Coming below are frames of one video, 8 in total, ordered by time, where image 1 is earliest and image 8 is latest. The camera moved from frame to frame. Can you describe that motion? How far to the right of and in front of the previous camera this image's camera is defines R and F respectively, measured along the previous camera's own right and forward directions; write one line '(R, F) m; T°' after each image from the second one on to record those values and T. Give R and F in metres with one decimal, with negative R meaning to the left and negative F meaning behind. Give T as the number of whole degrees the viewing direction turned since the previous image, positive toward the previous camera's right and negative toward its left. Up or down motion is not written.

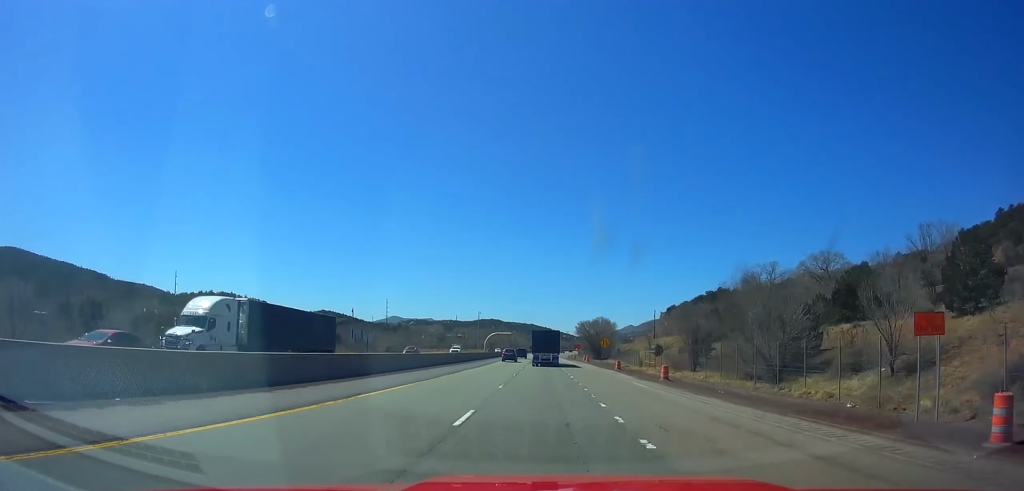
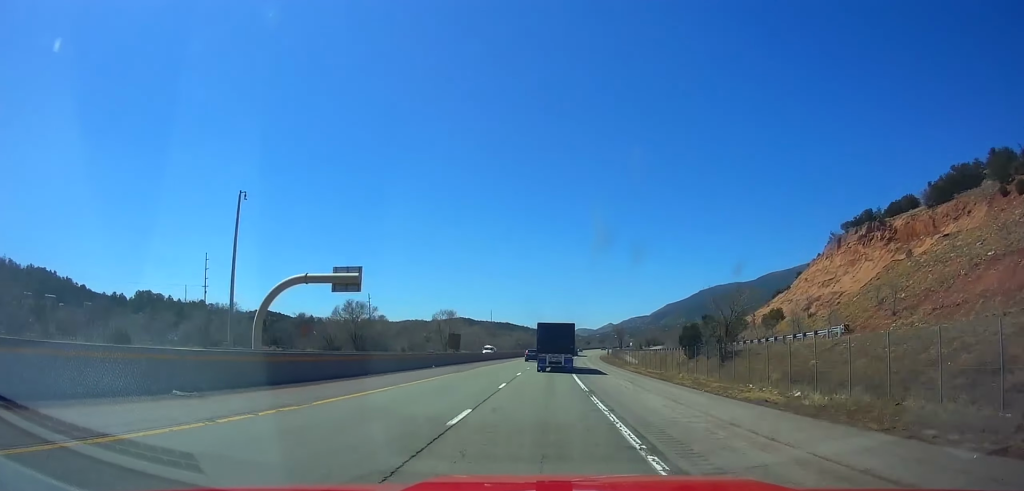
(+1.3, +193.2) m; +2°
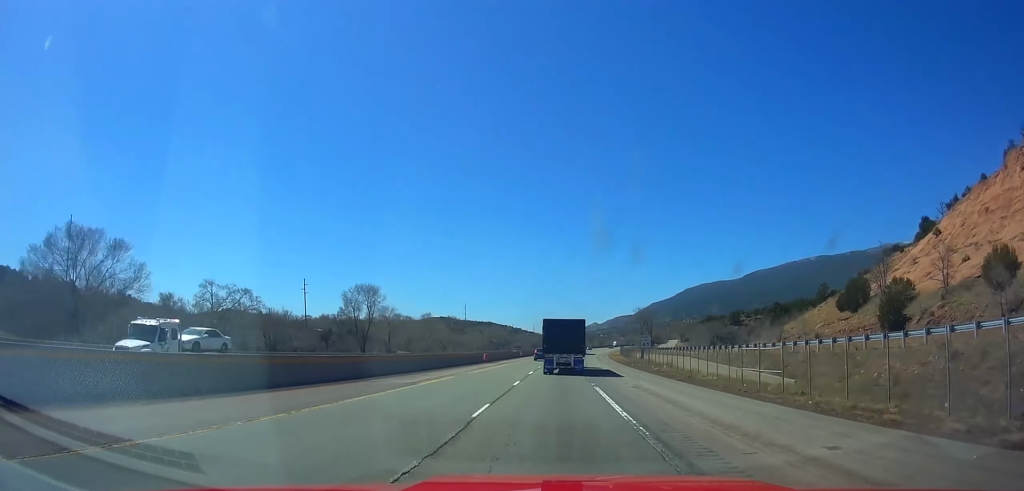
(+0.3, +58.8) m; +1°
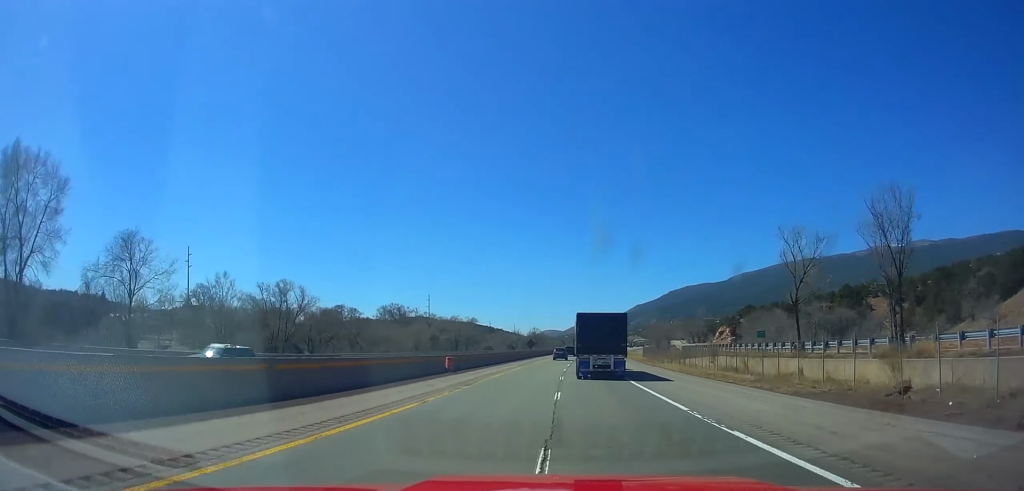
(+0.9, +67.4) m; +2°
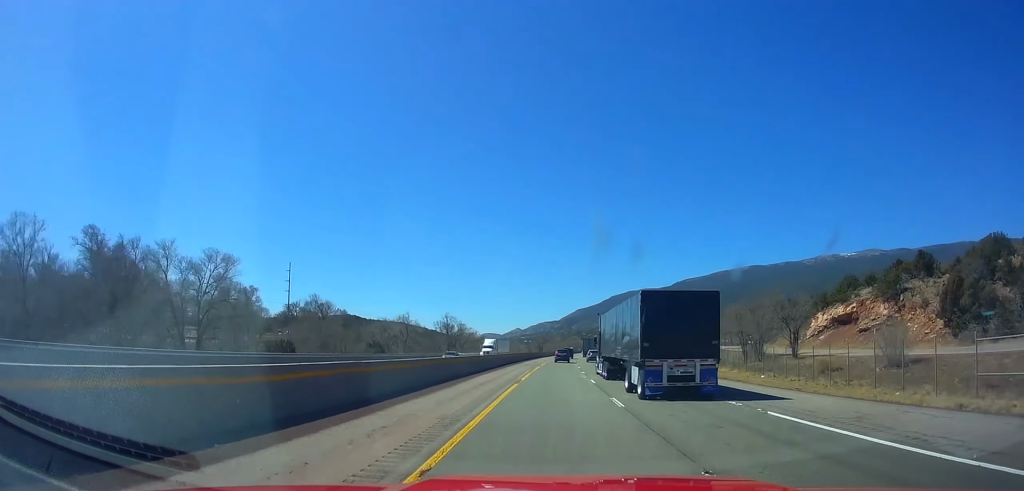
(+3.9, +108.7) m; +5°
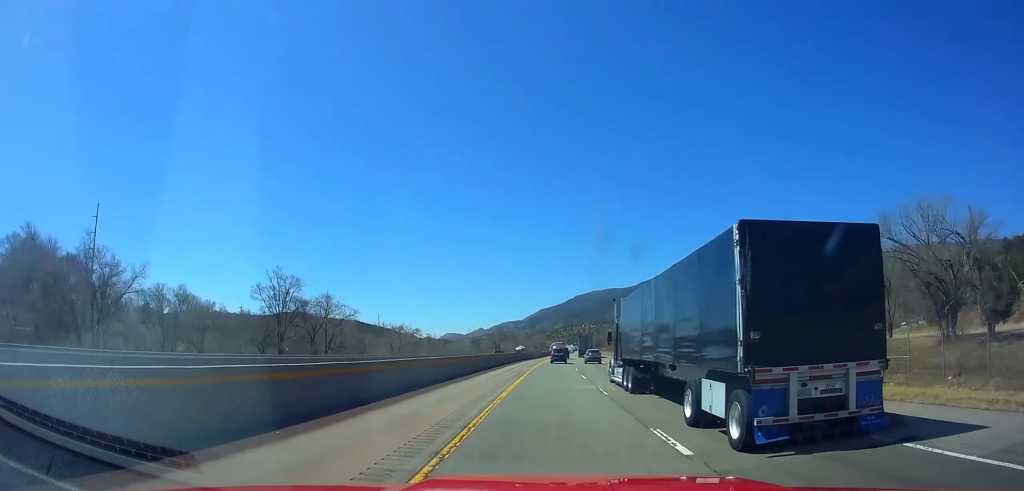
(+2.8, +77.8) m; +4°
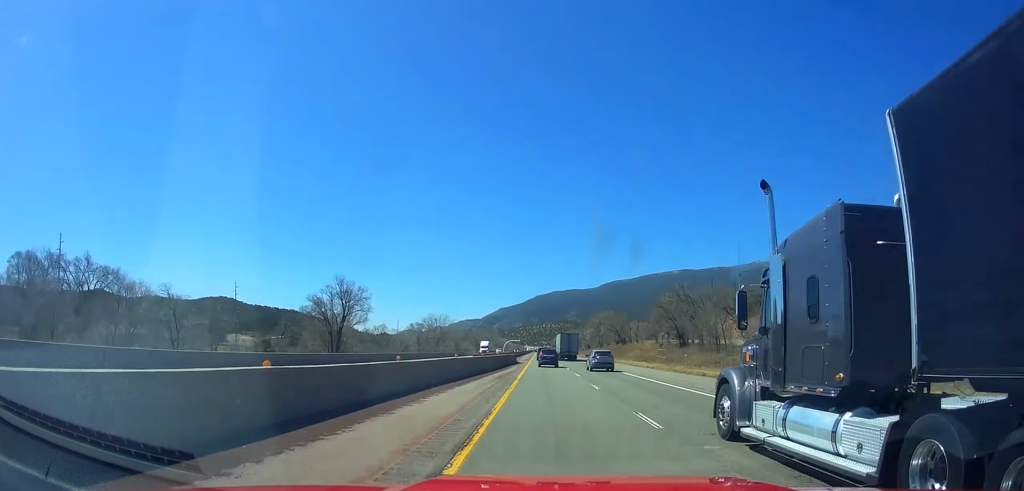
(+6.7, +139.9) m; +5°
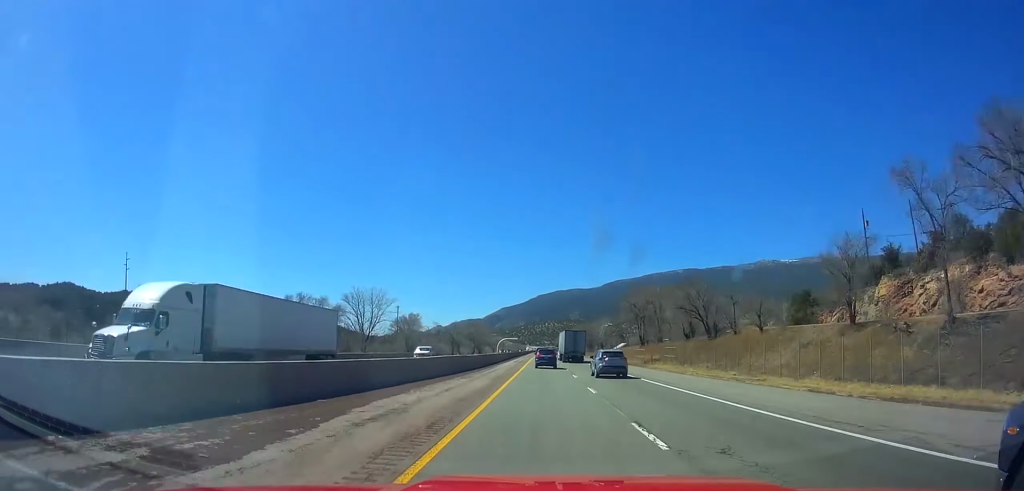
(+1.2, +74.8) m; 0°
